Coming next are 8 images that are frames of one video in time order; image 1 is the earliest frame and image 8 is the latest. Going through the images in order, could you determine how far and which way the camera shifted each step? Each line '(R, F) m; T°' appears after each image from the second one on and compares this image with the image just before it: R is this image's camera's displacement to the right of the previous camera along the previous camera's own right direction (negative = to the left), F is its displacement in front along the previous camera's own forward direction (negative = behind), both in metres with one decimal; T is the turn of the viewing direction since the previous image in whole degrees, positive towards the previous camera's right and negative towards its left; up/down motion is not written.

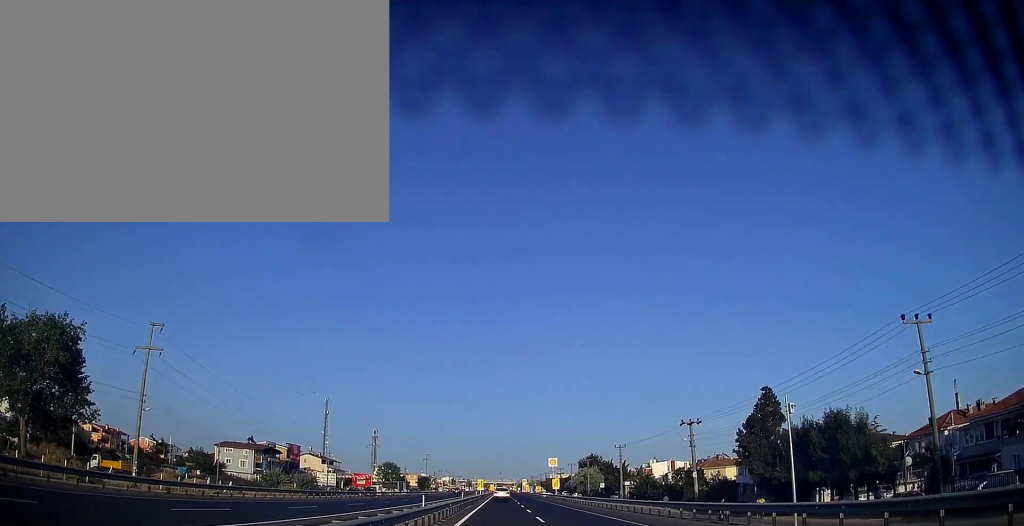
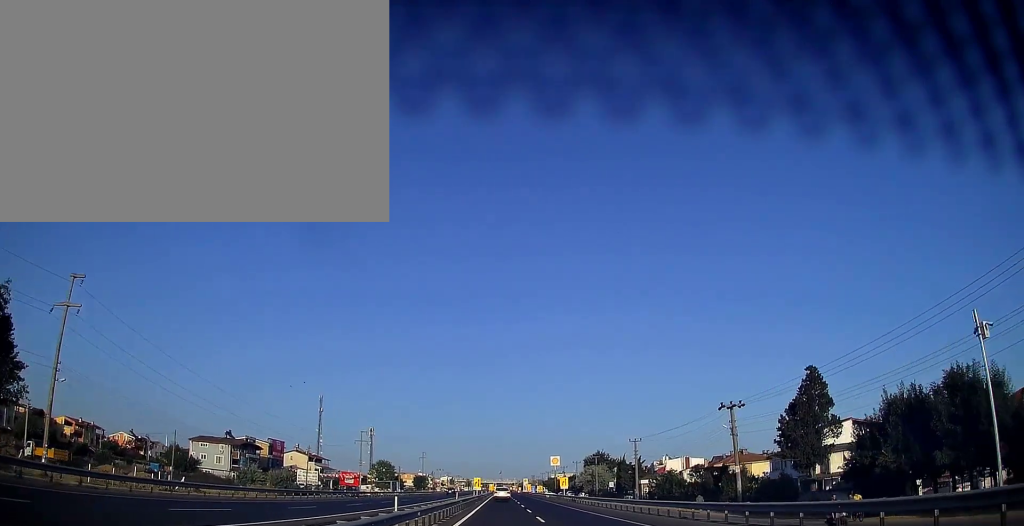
(0.0, +11.9) m; 0°
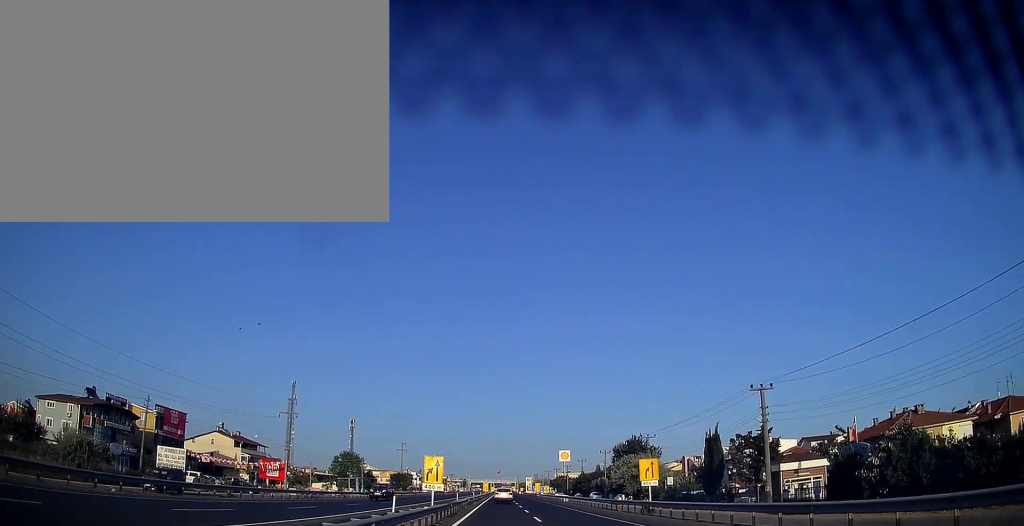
(-0.1, +46.0) m; 0°
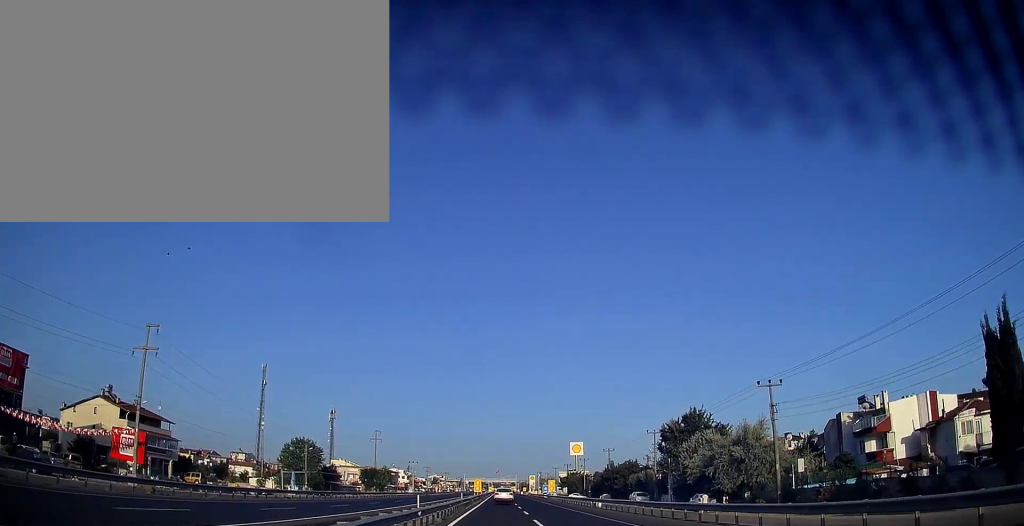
(+0.1, +39.6) m; 0°
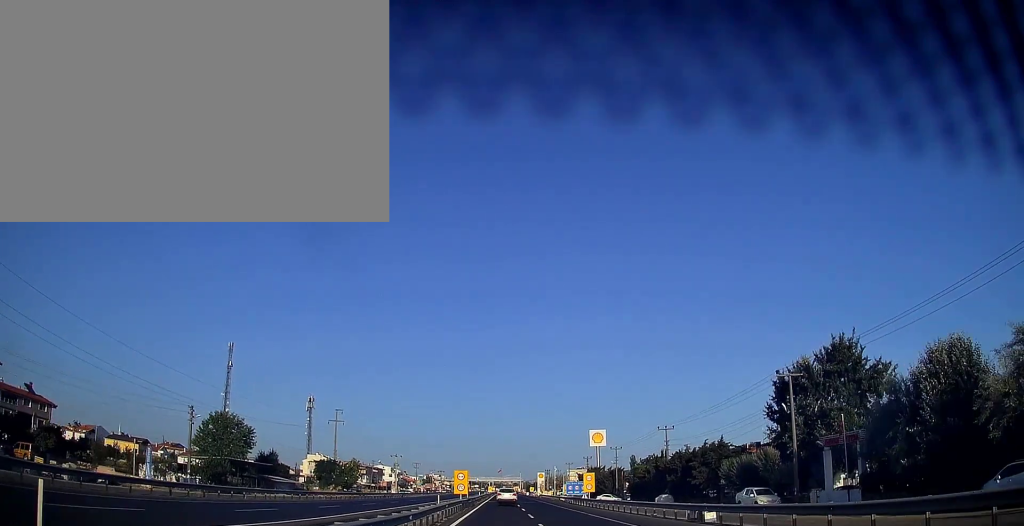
(+0.1, +38.1) m; 0°
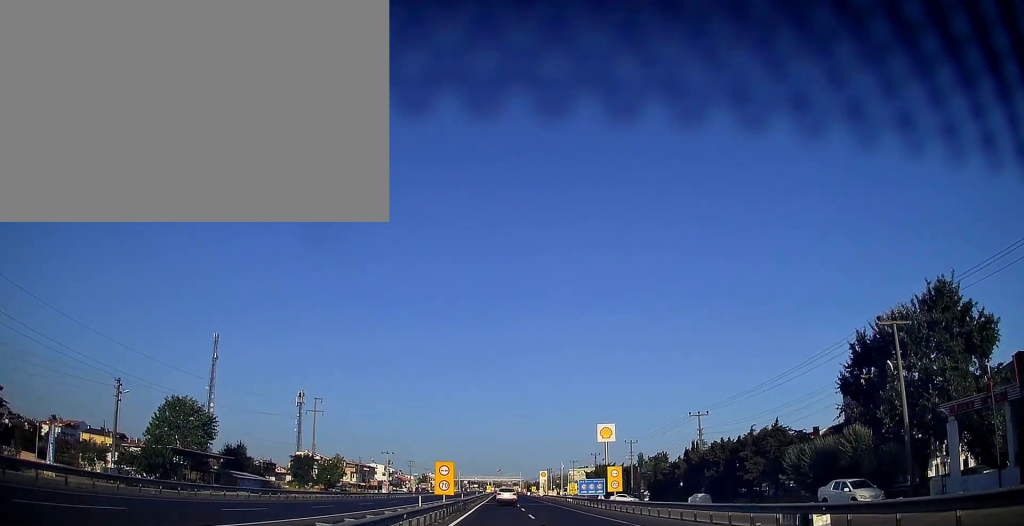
(0.0, +12.9) m; 0°
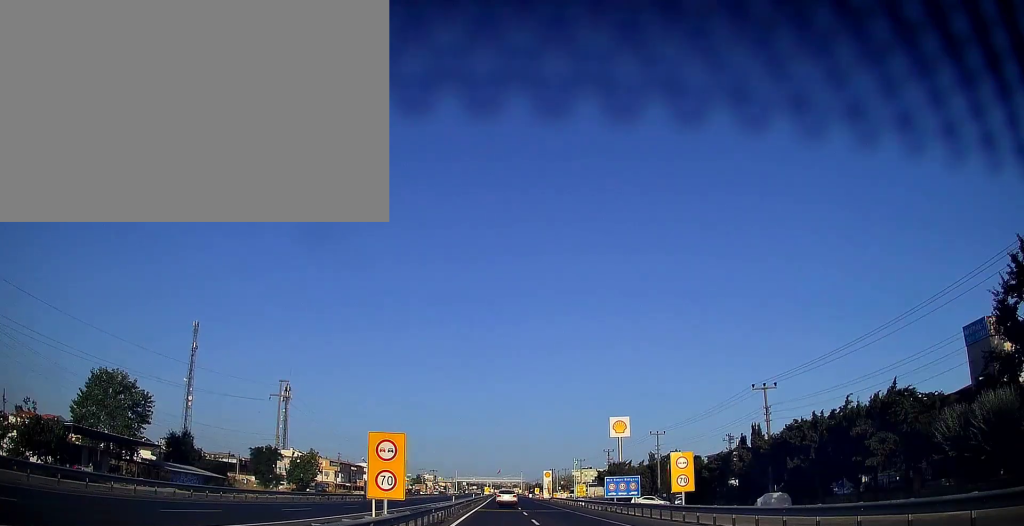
(-0.1, +16.3) m; 0°
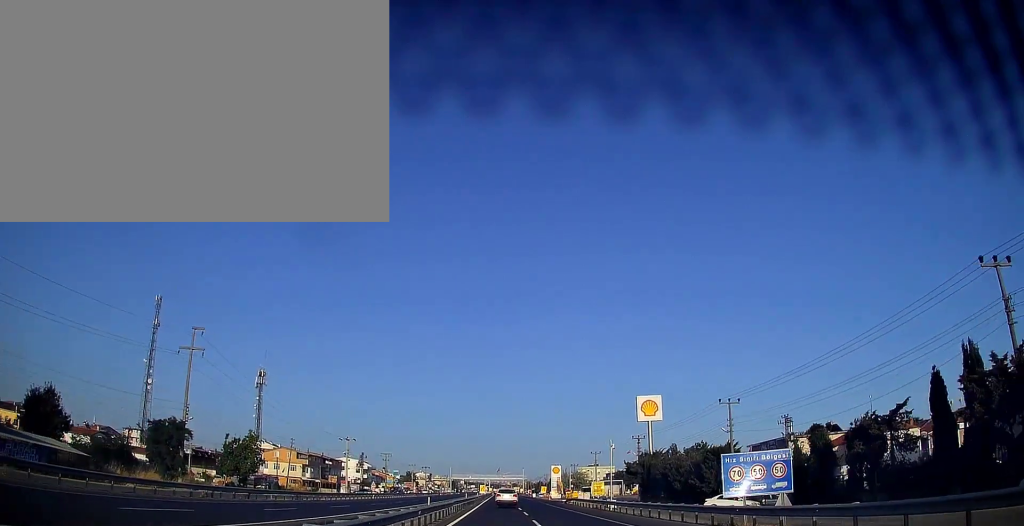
(0.0, +25.6) m; 0°
